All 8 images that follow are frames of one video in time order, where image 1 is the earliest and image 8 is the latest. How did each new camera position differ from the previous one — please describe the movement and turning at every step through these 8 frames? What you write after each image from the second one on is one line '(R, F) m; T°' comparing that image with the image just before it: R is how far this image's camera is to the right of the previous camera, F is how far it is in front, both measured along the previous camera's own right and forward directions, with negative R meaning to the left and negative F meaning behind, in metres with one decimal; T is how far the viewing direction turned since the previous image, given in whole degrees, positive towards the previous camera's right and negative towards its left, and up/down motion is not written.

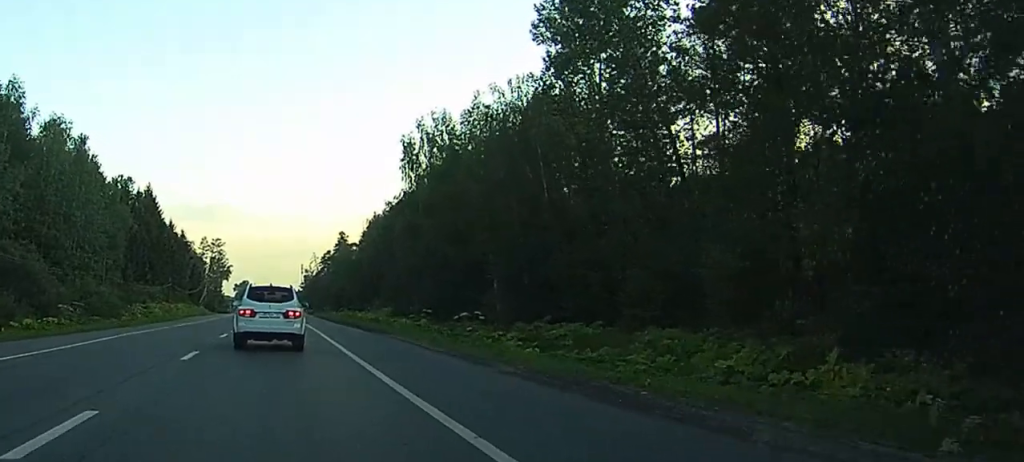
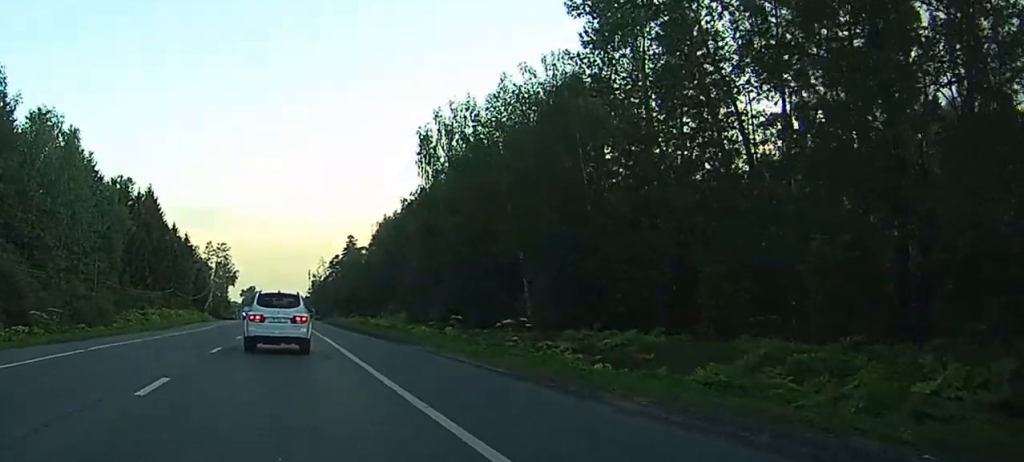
(-0.2, +6.8) m; -1°
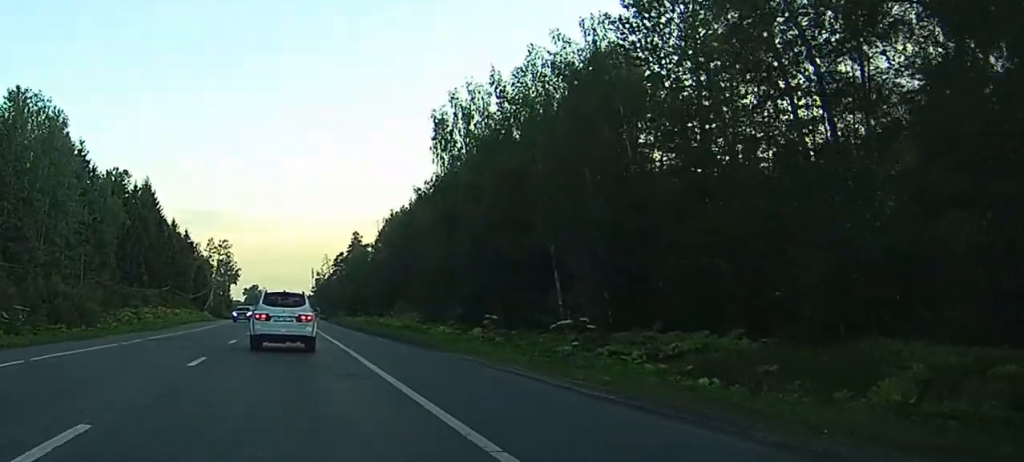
(0.0, +6.3) m; 0°
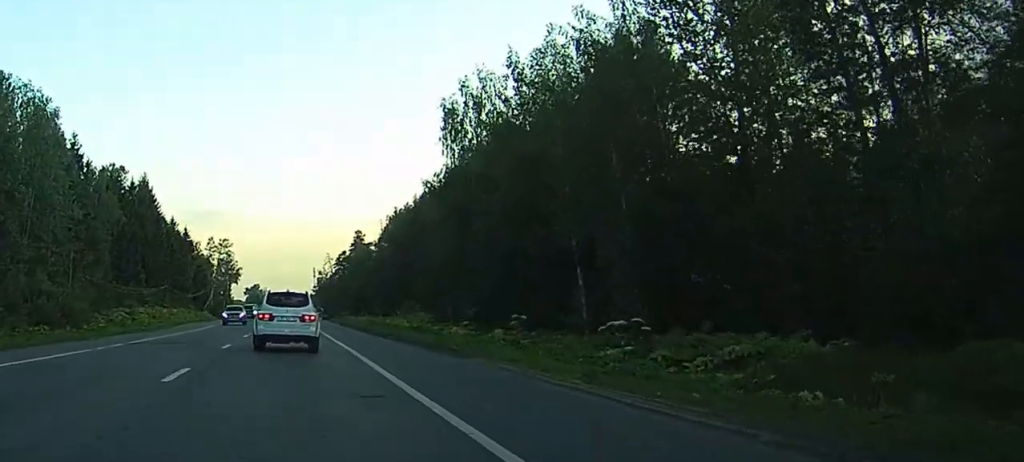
(+0.2, +3.7) m; 0°
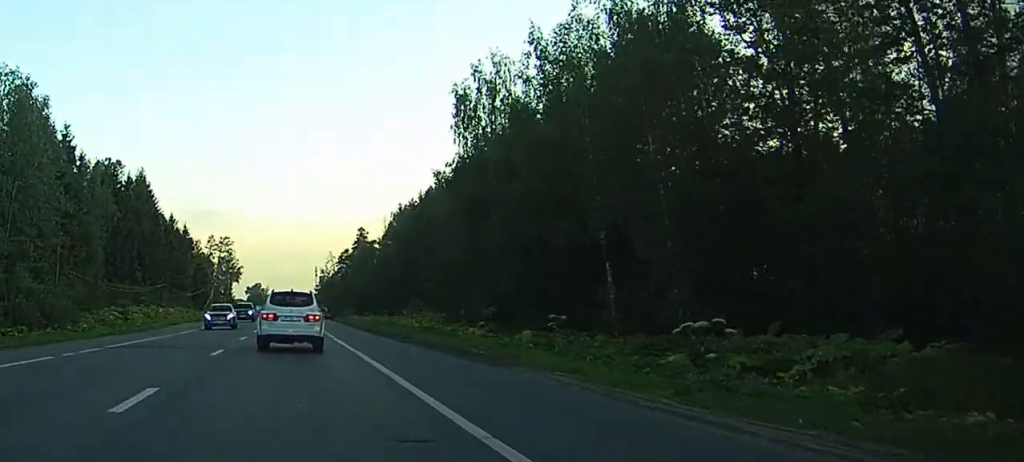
(-0.1, +4.2) m; 0°
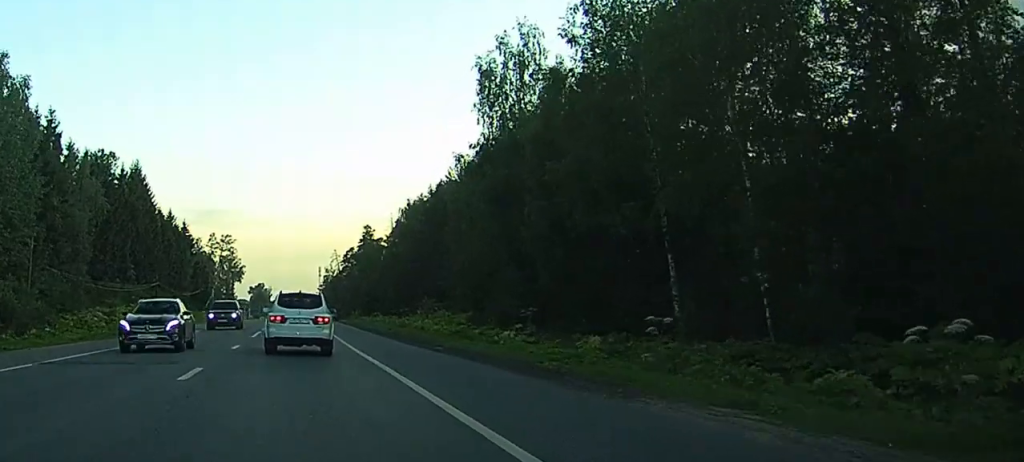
(-0.1, +7.1) m; 0°
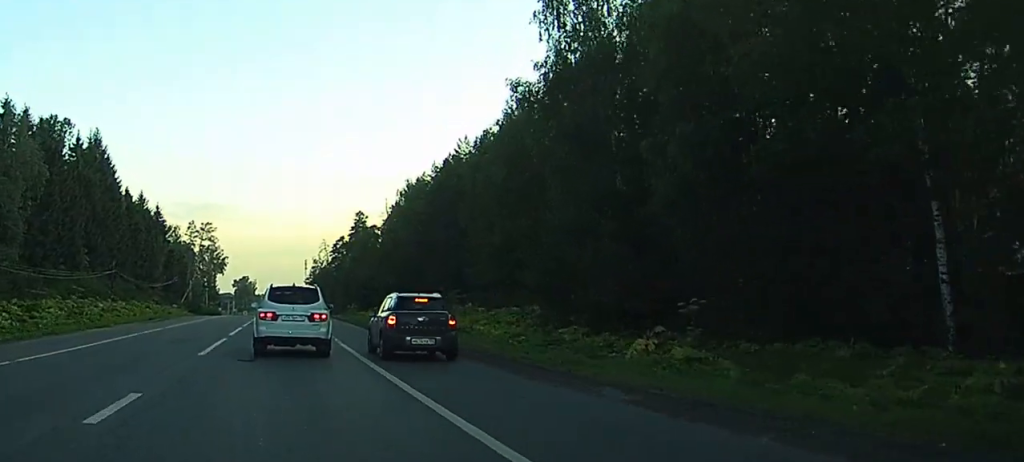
(+0.4, +17.8) m; +2°
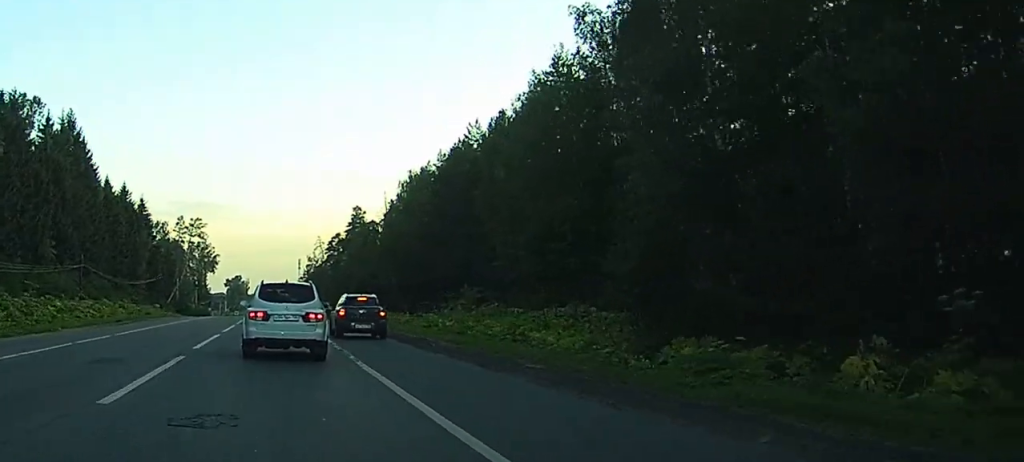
(+0.1, +10.6) m; +1°
